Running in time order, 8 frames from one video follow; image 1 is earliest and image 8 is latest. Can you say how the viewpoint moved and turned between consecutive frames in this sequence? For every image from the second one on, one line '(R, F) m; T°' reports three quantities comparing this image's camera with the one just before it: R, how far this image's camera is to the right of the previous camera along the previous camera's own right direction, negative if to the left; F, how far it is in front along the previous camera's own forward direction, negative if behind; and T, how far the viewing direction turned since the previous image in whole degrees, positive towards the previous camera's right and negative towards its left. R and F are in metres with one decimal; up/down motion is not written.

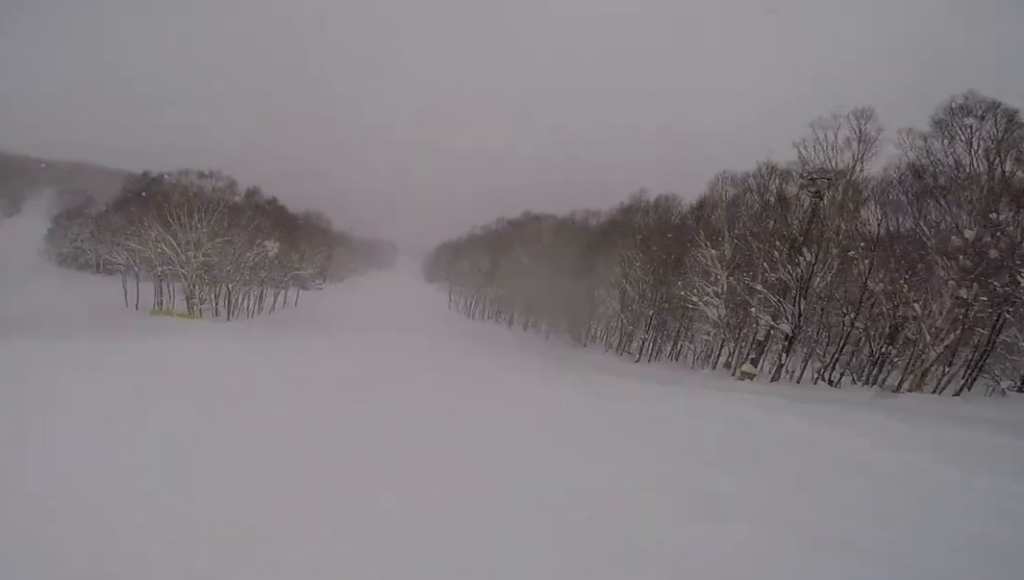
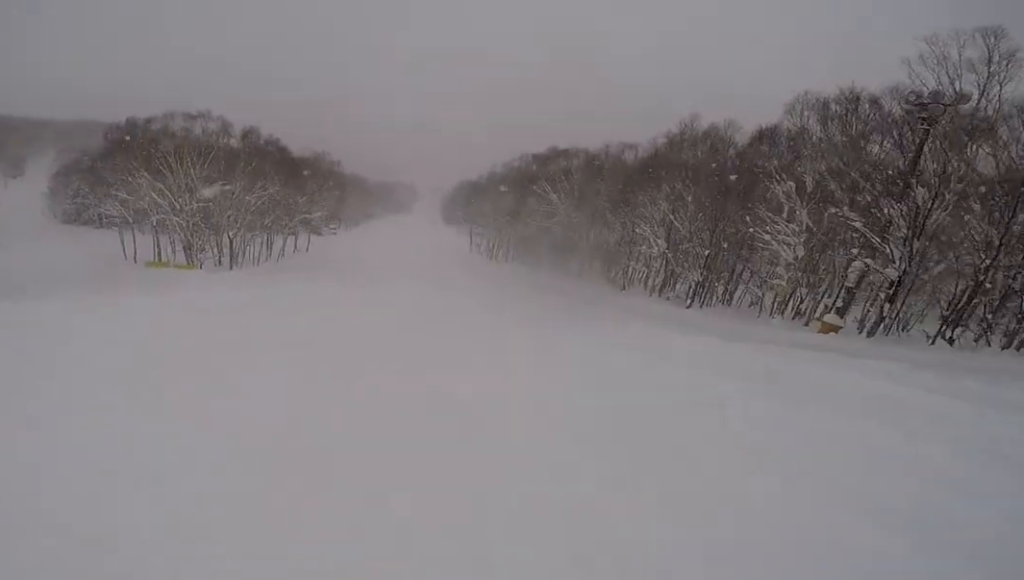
(-0.3, +4.6) m; -7°
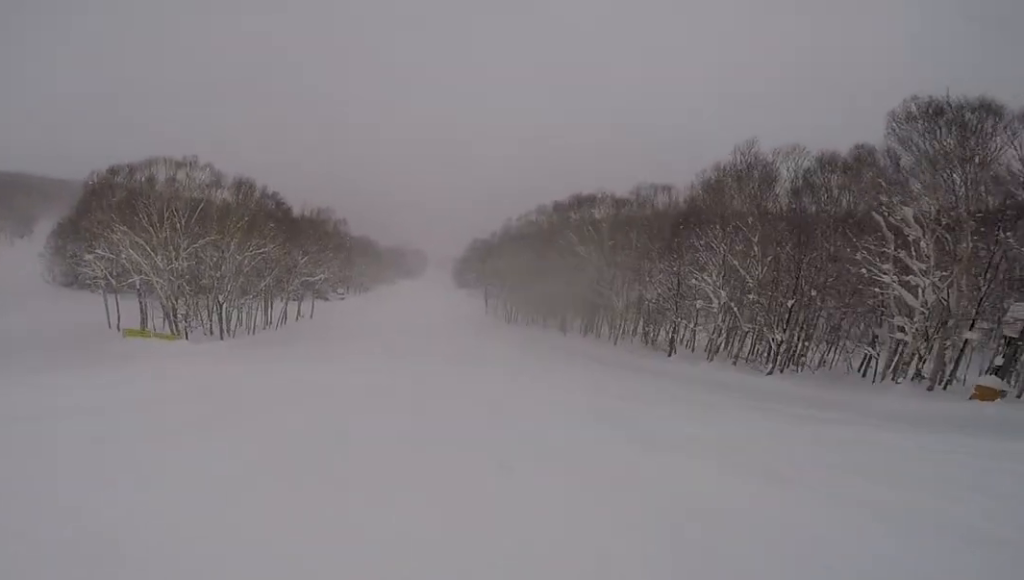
(-0.4, +6.1) m; -6°
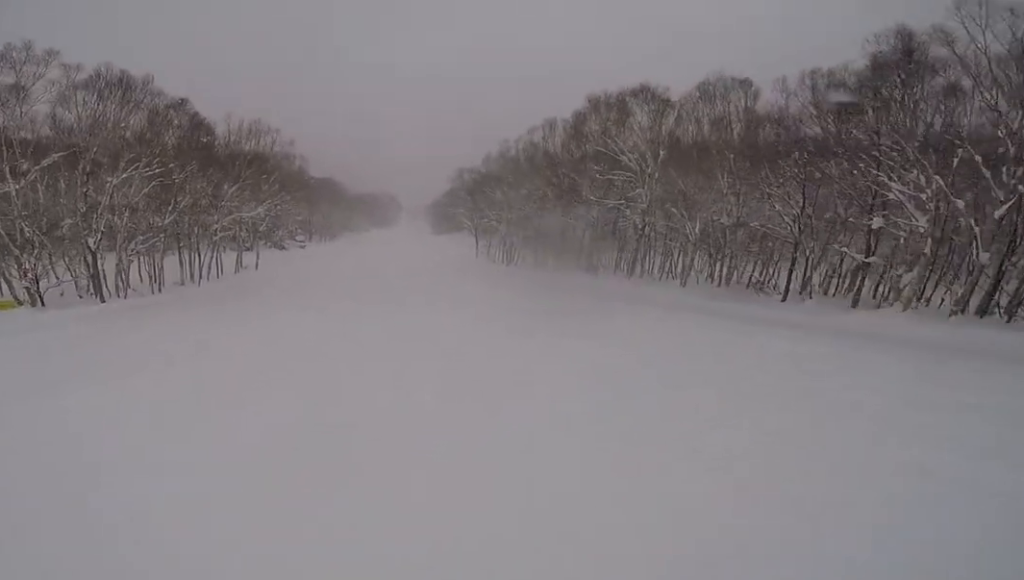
(-0.7, +13.7) m; -1°
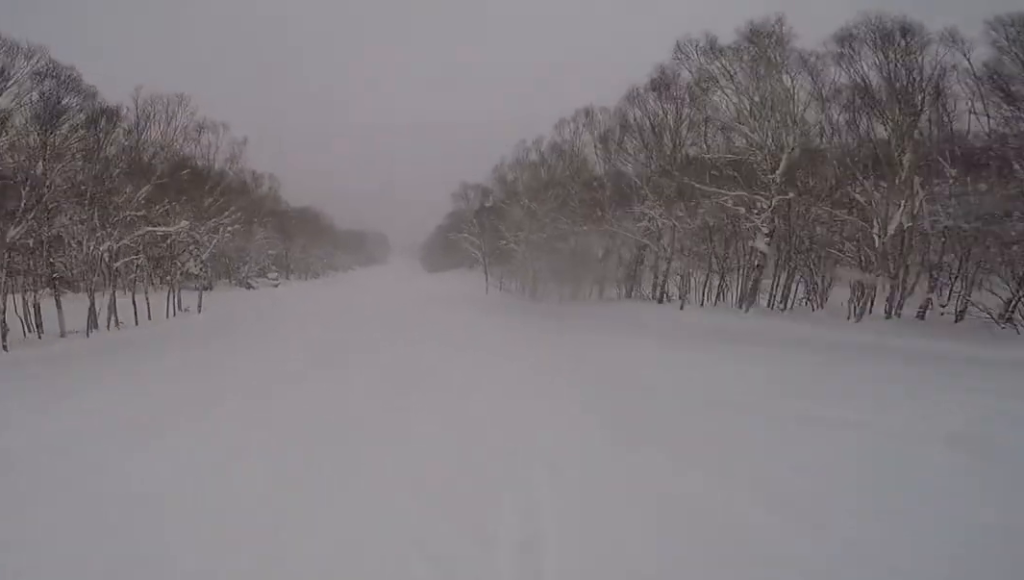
(+0.3, +12.4) m; 0°
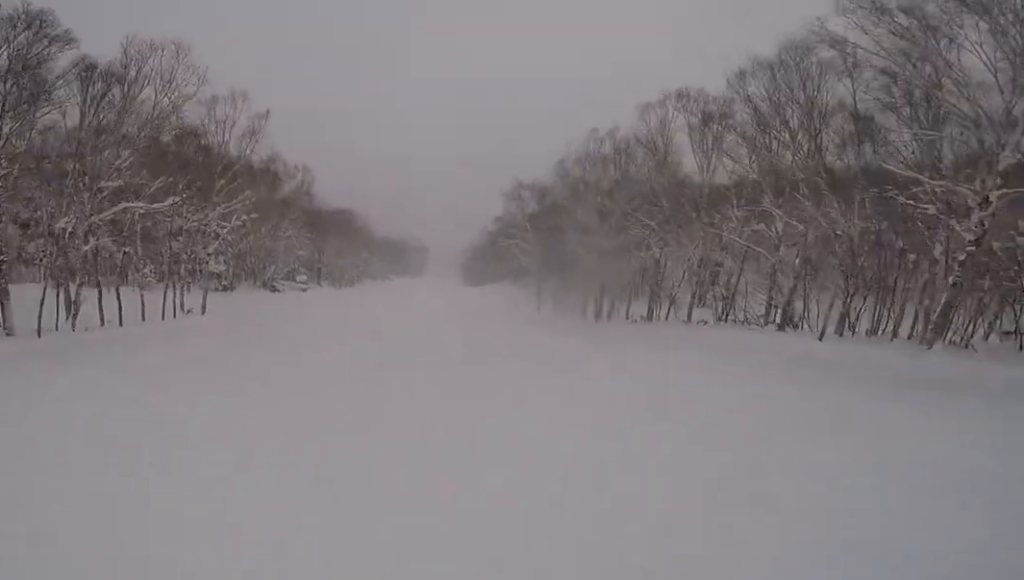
(0.0, +6.1) m; -1°
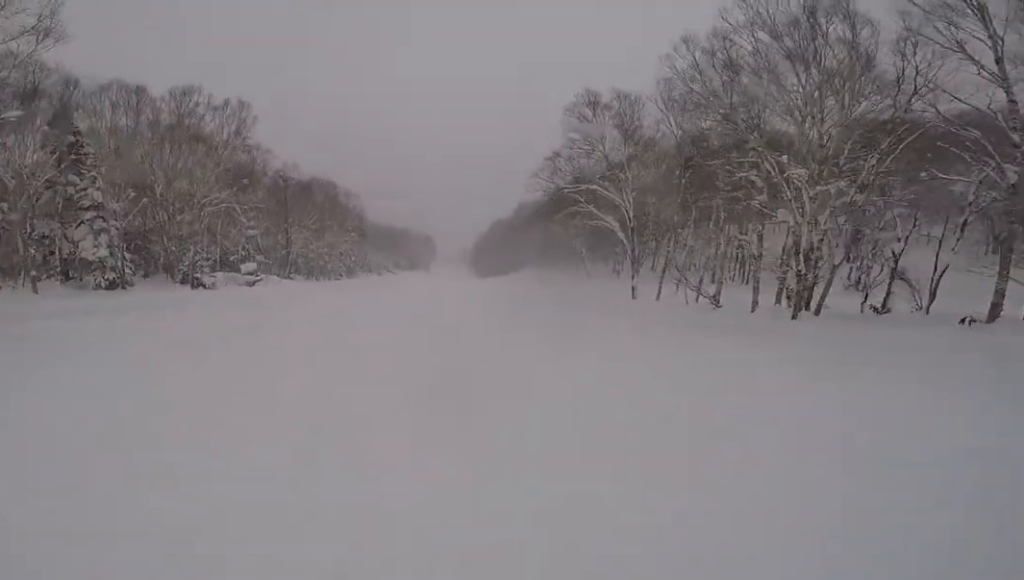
(0.0, +19.5) m; +2°
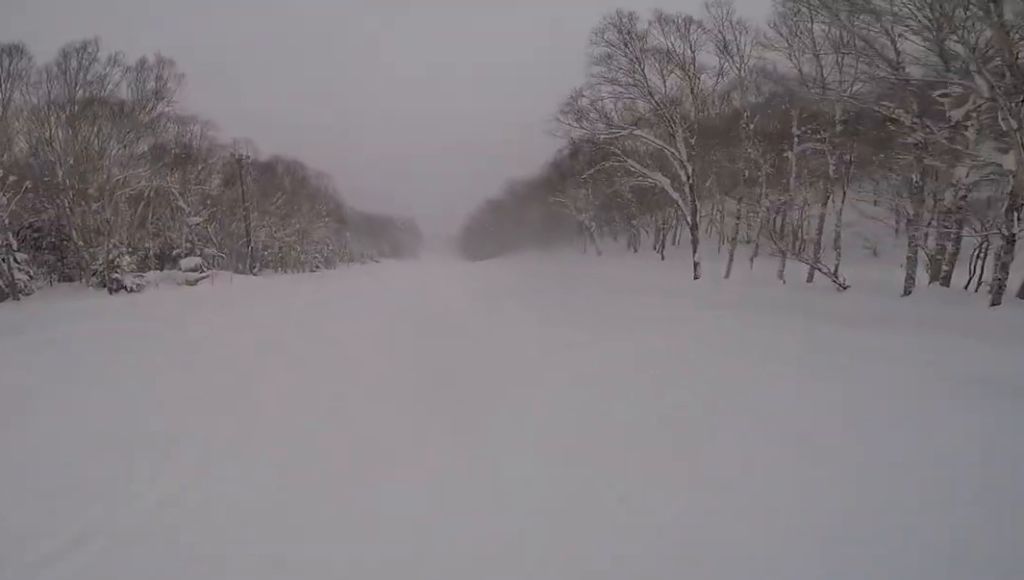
(+0.1, +7.8) m; +1°
